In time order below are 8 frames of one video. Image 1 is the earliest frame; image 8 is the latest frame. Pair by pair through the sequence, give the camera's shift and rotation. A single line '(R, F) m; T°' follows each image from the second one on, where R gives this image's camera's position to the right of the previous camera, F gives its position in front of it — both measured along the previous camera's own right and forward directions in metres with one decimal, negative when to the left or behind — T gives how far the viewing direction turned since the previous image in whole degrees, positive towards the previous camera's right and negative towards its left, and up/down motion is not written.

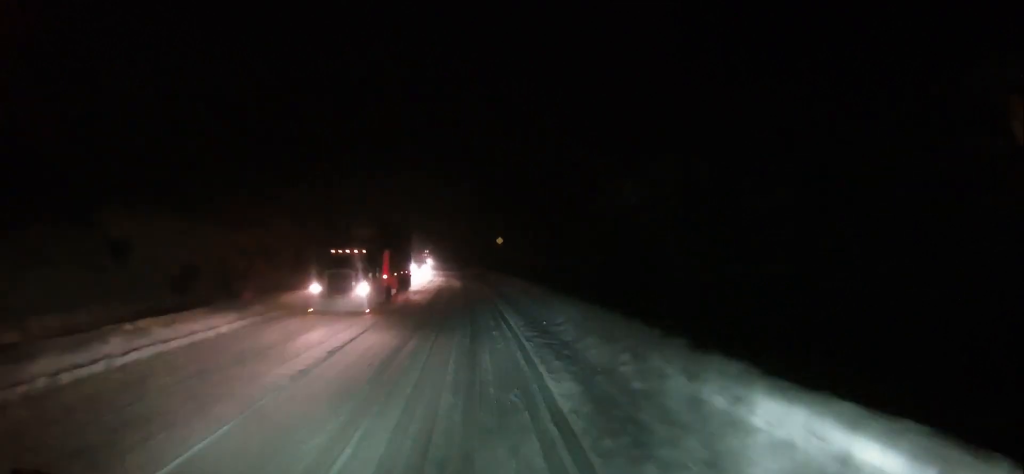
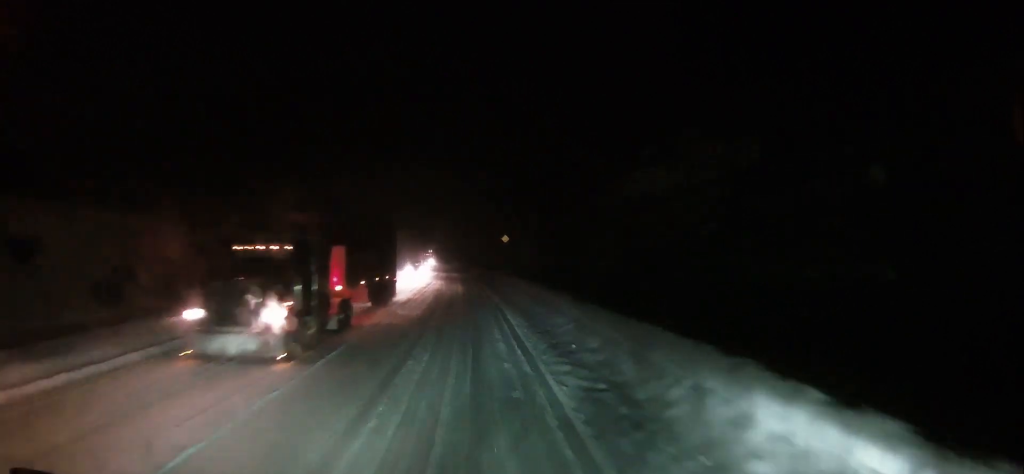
(0.0, +6.5) m; +1°
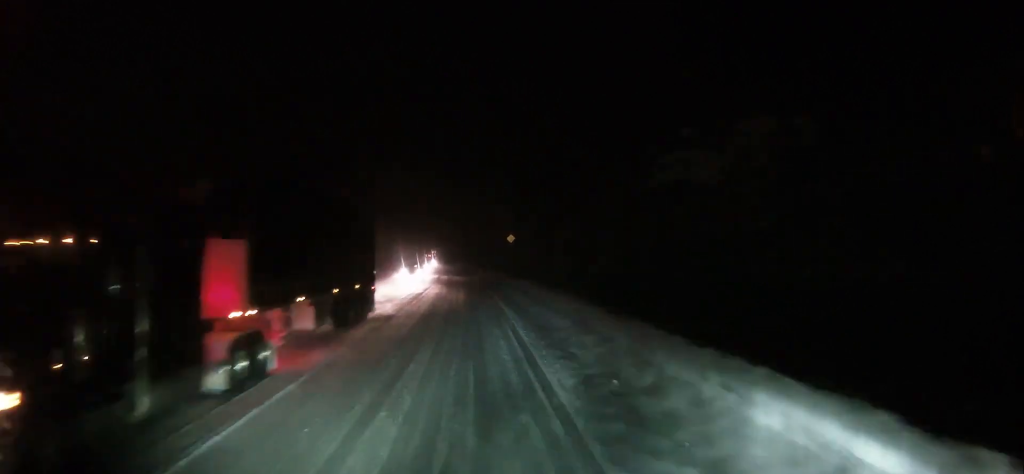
(0.0, +4.9) m; 0°
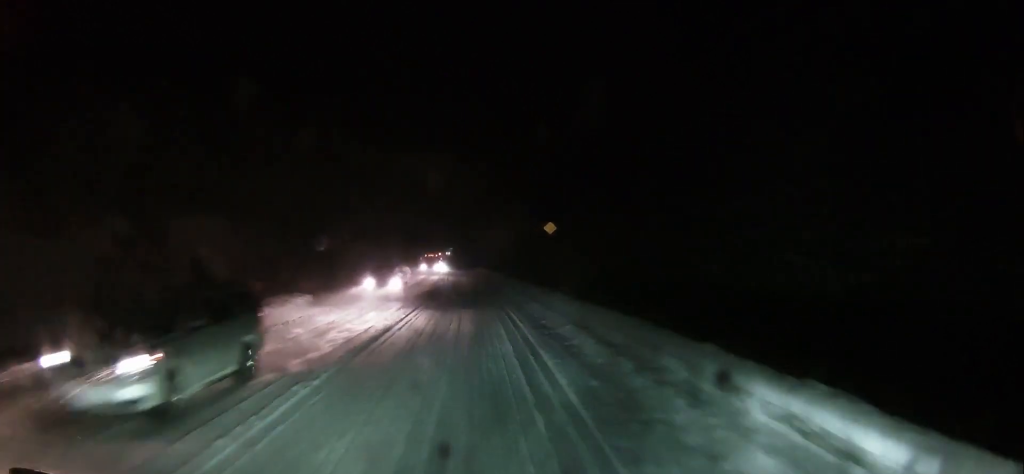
(-0.8, +29.0) m; -2°
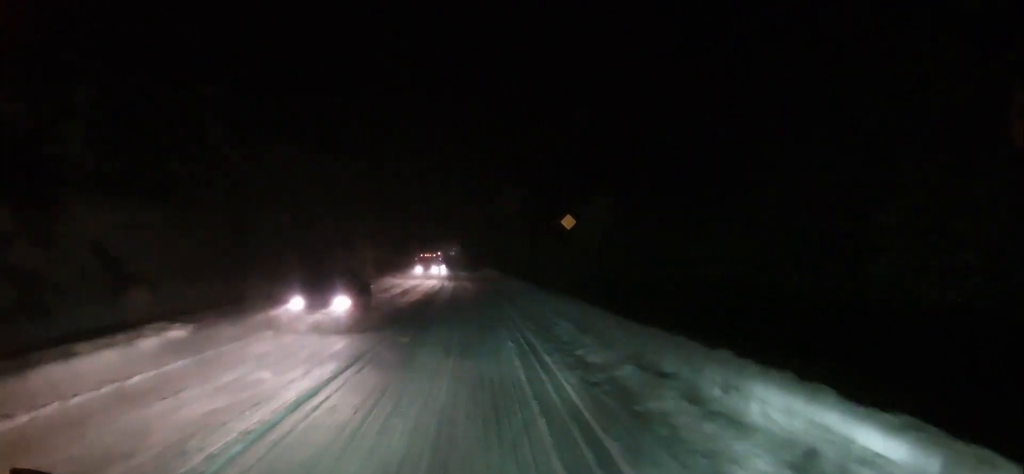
(+0.1, +8.3) m; 0°
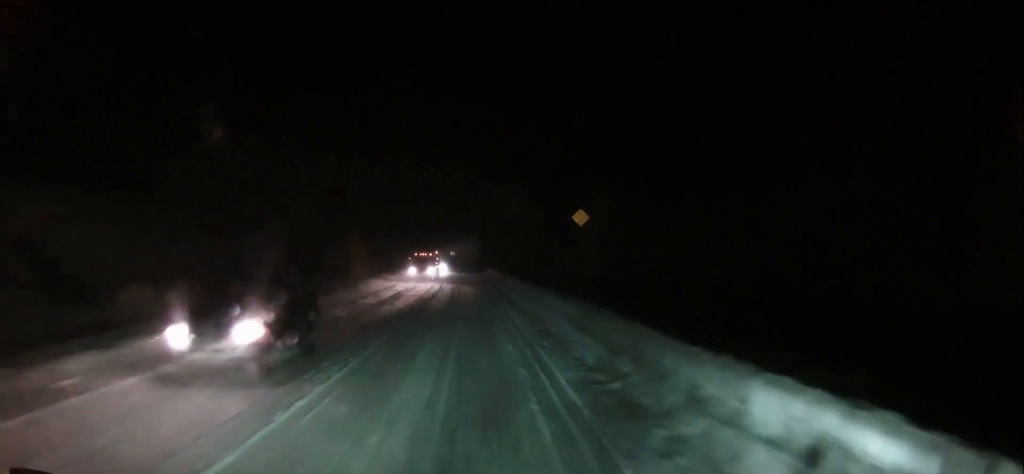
(+0.1, +4.6) m; -1°
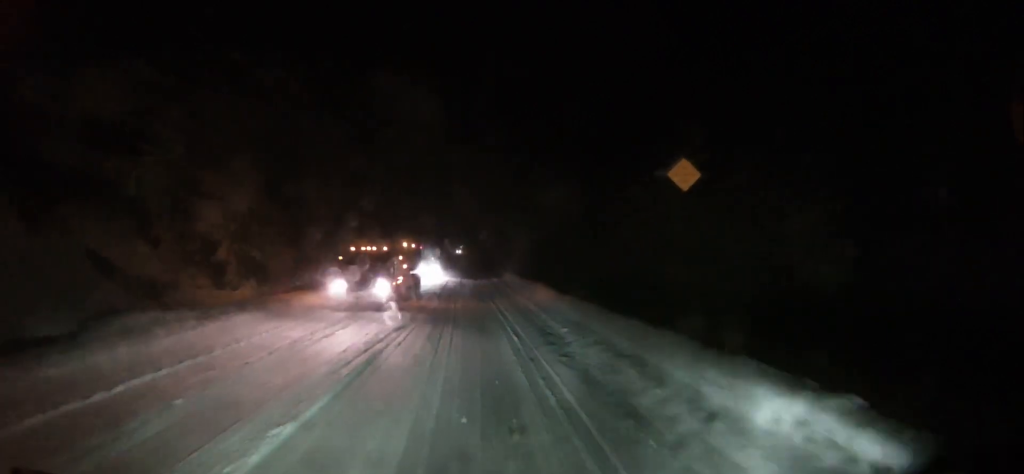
(-0.1, +18.5) m; 0°
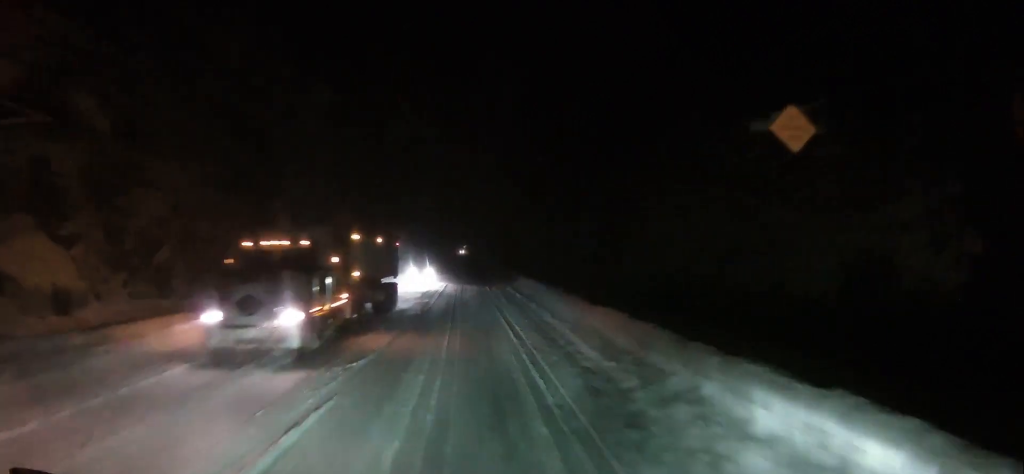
(0.0, +7.0) m; 0°
